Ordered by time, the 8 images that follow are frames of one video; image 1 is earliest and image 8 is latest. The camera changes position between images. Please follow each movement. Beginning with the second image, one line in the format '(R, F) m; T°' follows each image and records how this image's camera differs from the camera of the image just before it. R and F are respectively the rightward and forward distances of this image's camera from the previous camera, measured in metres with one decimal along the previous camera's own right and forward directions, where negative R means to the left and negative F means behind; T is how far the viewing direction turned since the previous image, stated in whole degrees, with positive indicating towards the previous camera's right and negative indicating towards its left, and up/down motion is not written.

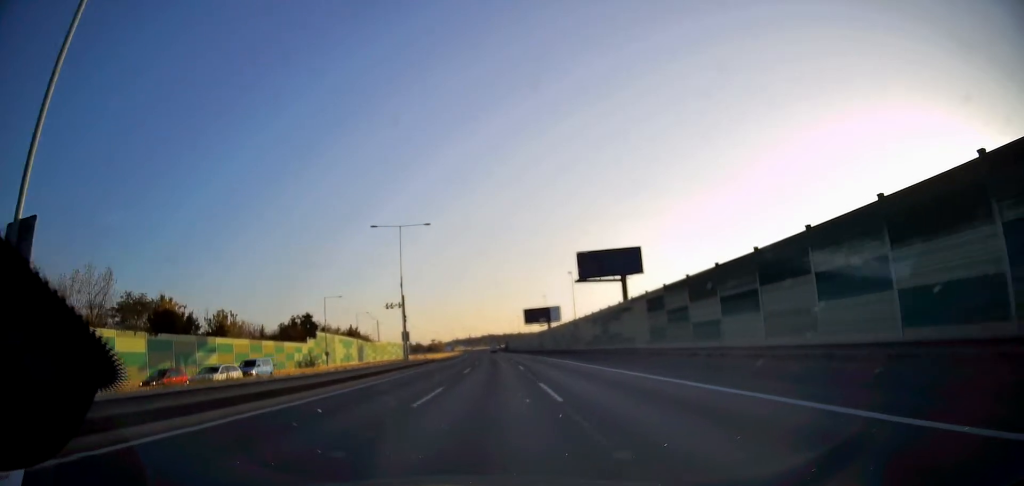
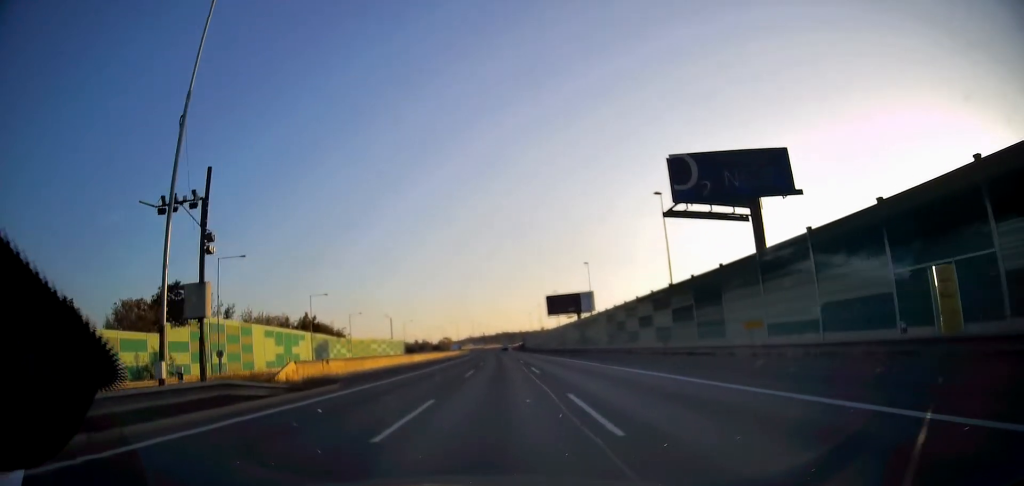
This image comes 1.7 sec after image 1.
(-0.6, +38.3) m; -2°
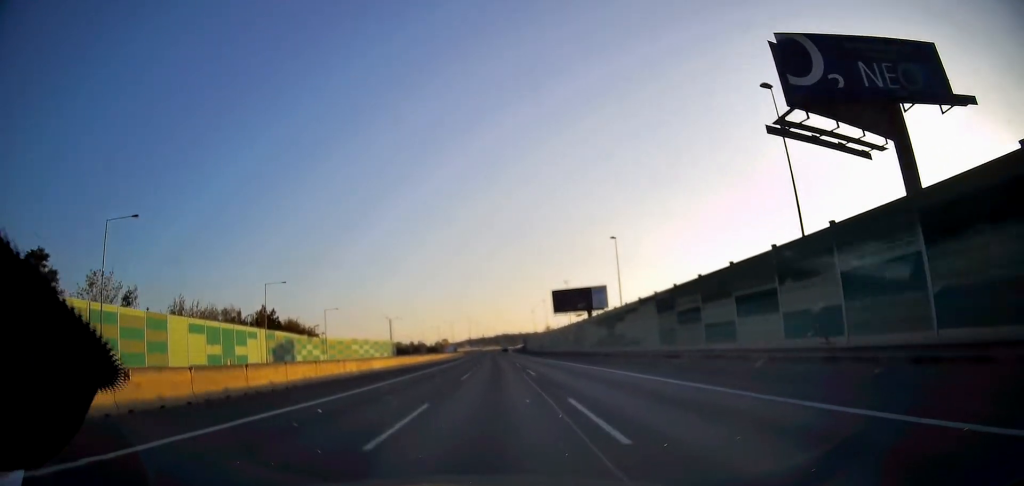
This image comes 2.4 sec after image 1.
(0.0, +17.2) m; 0°
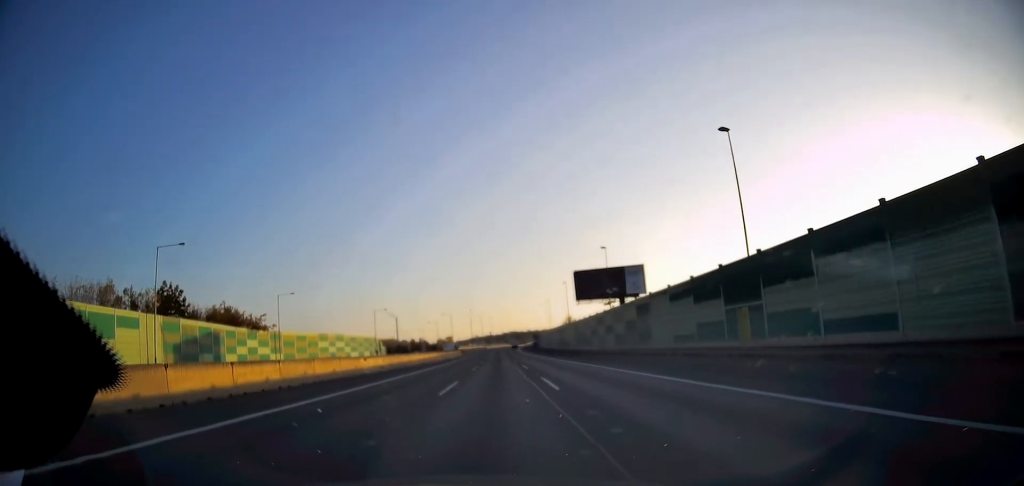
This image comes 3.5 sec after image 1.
(-0.2, +26.3) m; -1°
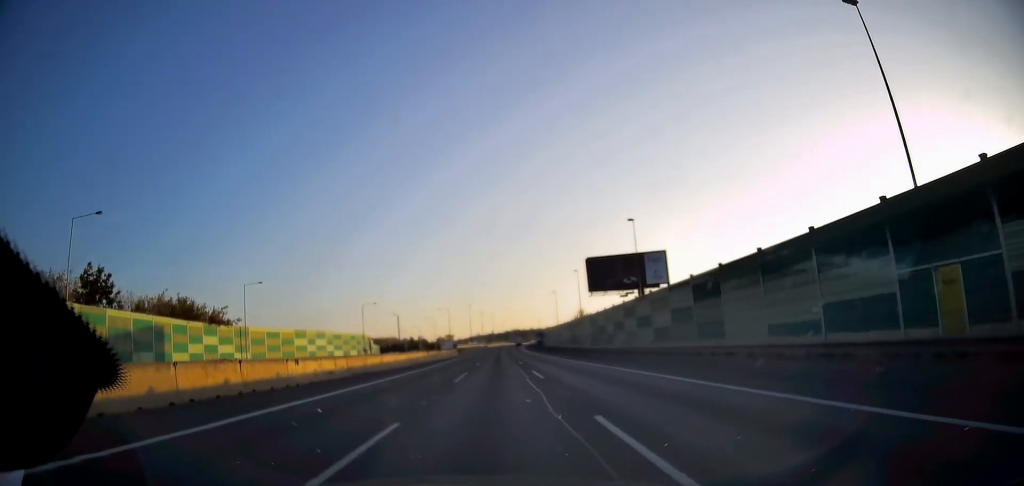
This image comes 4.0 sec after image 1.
(-0.1, +12.0) m; 0°
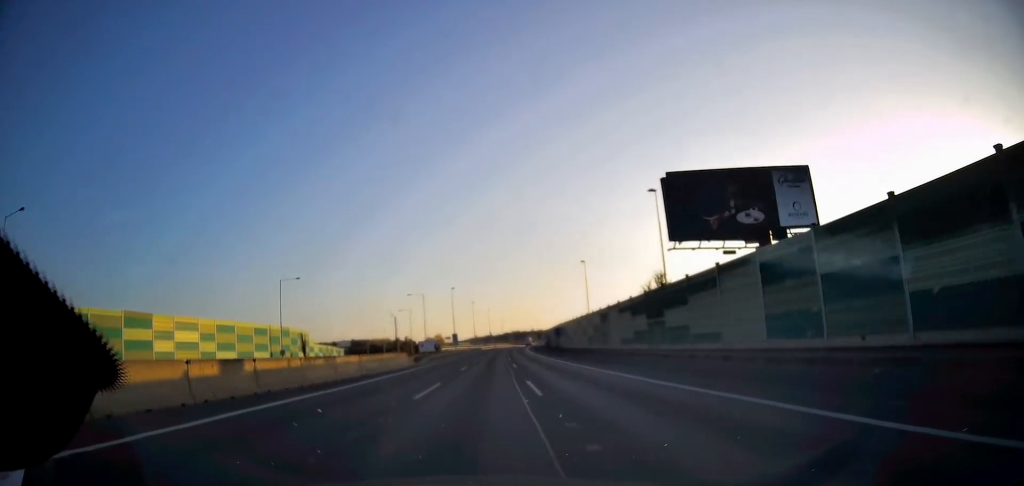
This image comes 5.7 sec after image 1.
(+0.1, +40.9) m; 0°
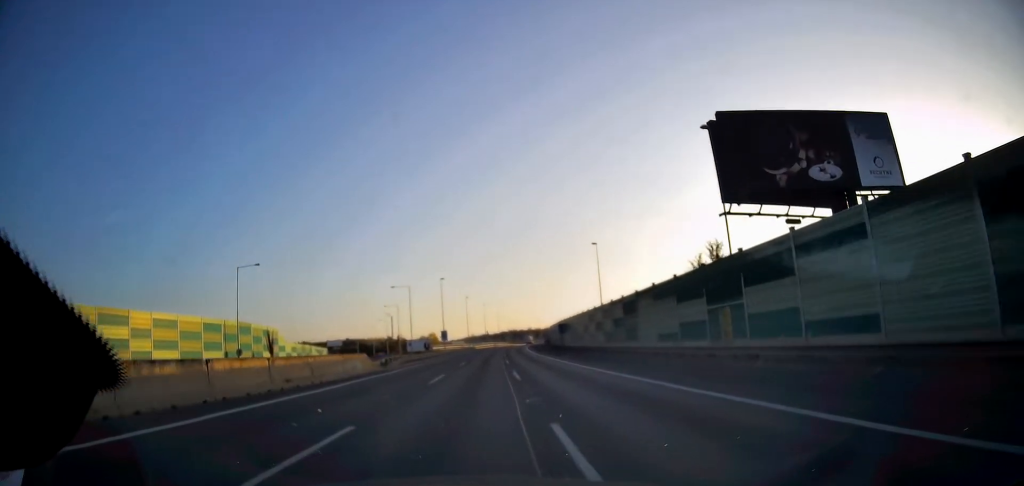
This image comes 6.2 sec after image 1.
(-0.1, +11.3) m; 0°
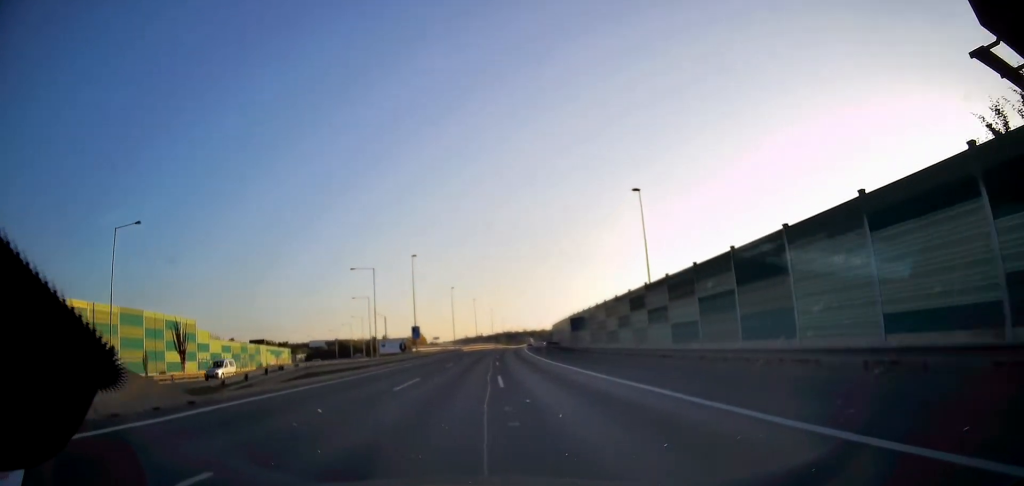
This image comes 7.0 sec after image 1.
(-0.1, +21.0) m; 0°
